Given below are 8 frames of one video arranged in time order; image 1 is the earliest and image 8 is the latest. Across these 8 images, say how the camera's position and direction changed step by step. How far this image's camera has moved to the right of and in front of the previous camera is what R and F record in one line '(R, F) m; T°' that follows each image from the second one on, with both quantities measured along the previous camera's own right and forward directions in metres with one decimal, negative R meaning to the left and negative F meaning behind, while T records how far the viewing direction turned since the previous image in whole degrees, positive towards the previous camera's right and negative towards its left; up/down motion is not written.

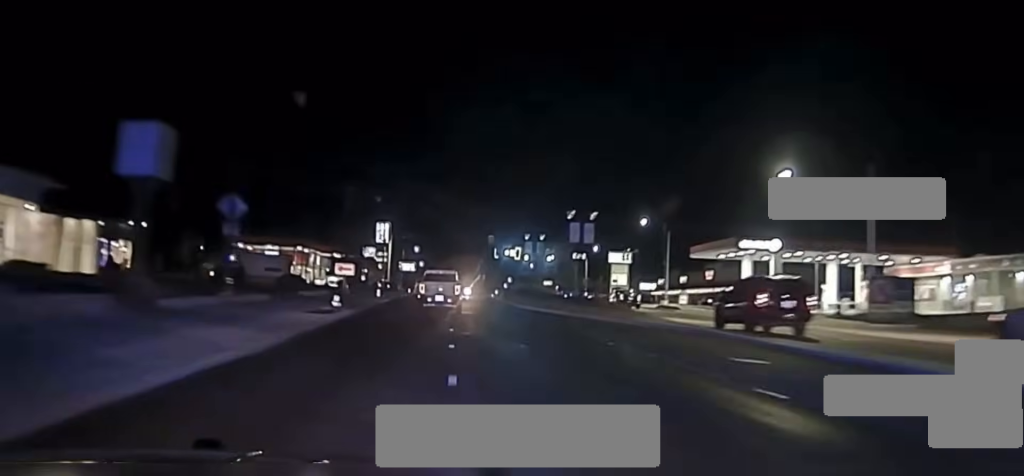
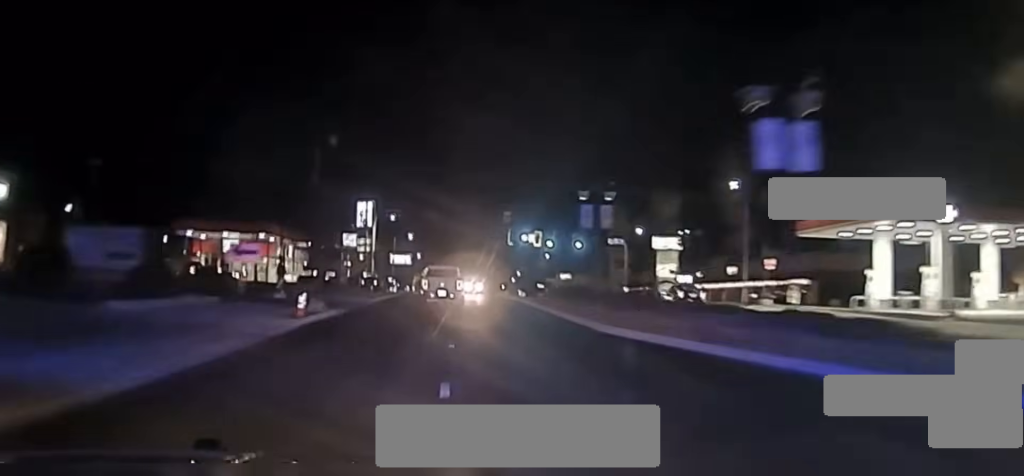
(+0.1, +28.6) m; 0°
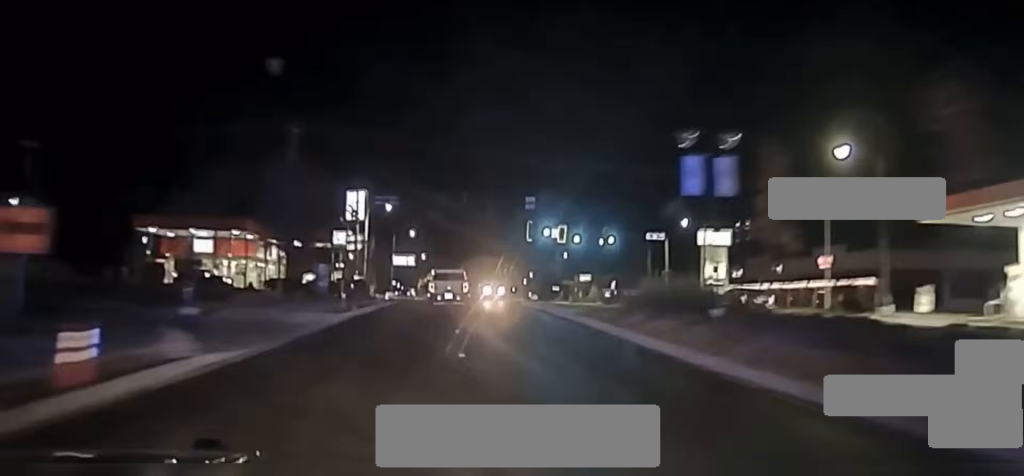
(0.0, +16.1) m; 0°
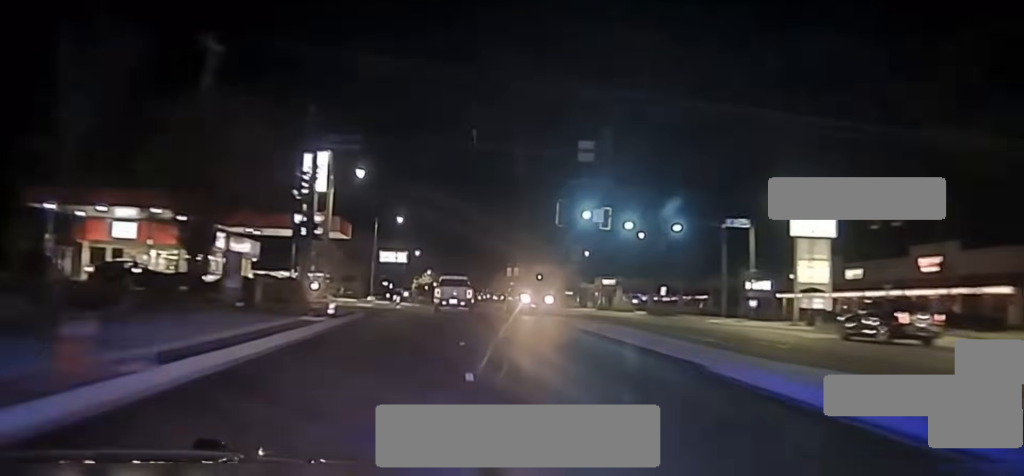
(0.0, +25.3) m; 0°
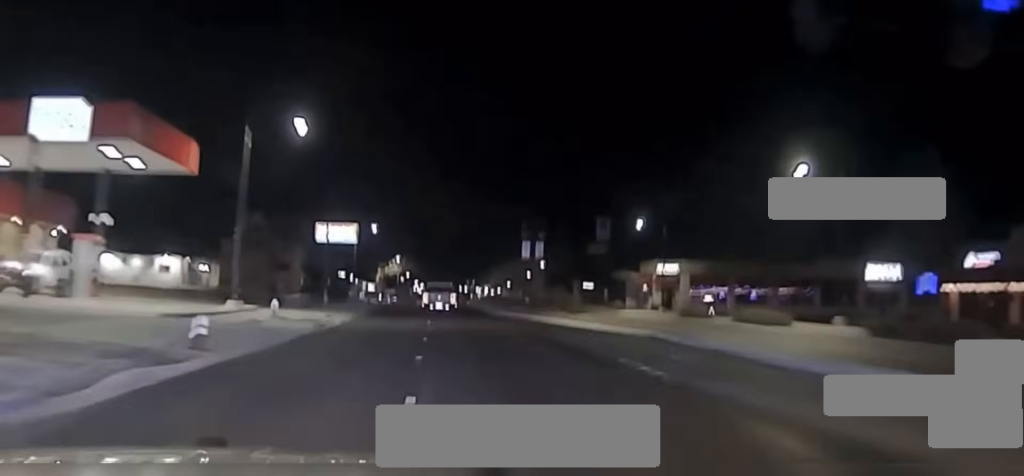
(0.0, +46.7) m; 0°
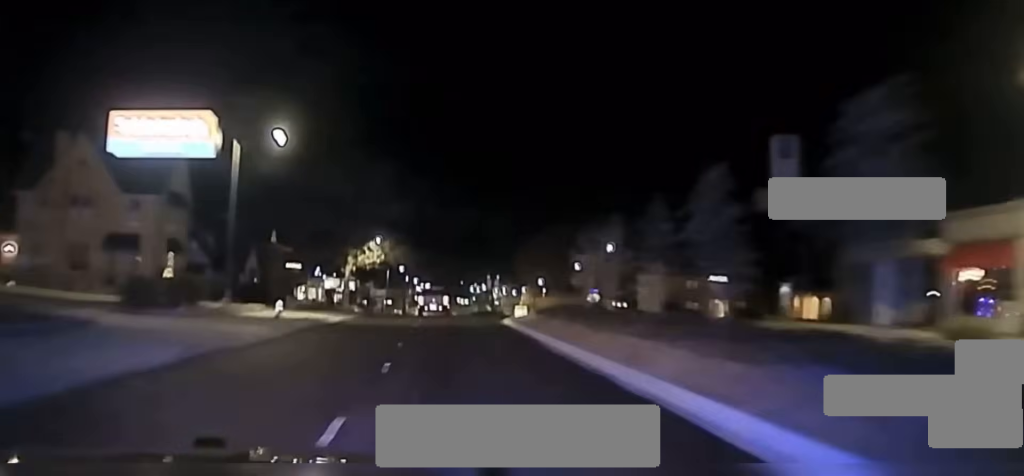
(+0.2, +56.0) m; 0°
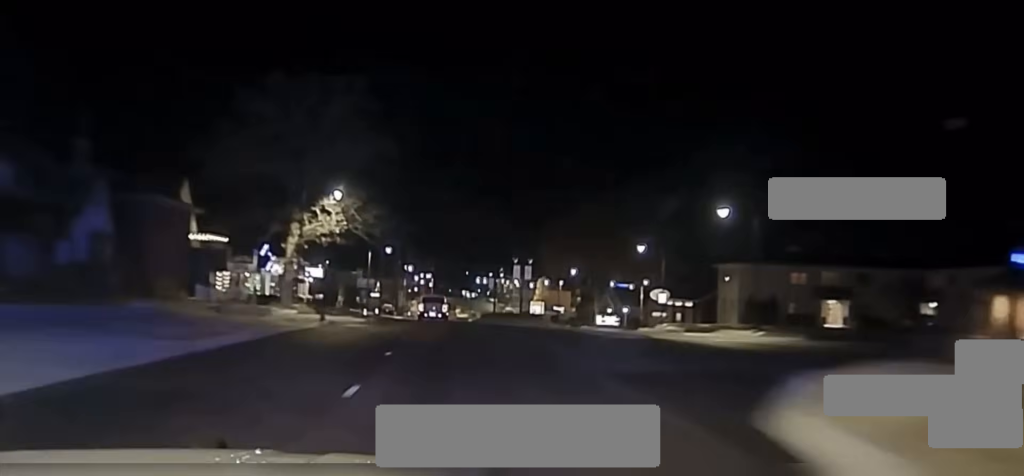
(-0.3, +37.8) m; 0°
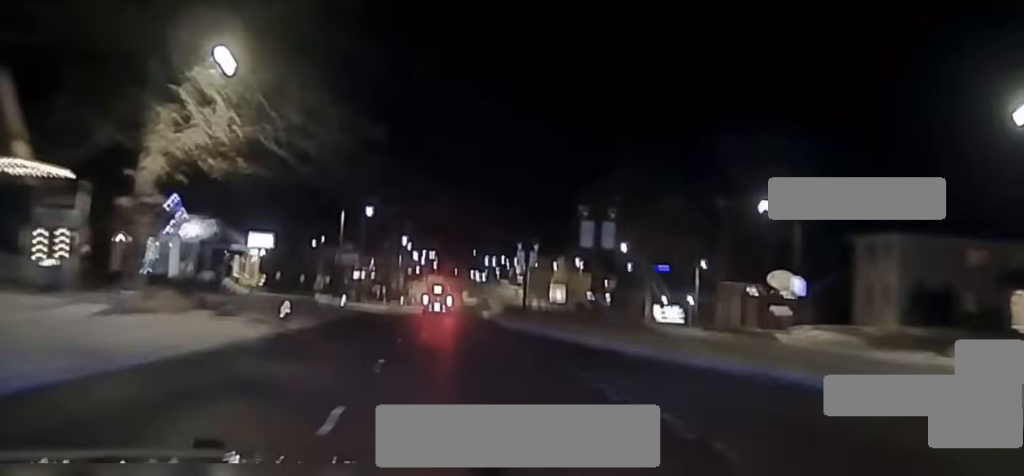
(0.0, +31.3) m; 0°
